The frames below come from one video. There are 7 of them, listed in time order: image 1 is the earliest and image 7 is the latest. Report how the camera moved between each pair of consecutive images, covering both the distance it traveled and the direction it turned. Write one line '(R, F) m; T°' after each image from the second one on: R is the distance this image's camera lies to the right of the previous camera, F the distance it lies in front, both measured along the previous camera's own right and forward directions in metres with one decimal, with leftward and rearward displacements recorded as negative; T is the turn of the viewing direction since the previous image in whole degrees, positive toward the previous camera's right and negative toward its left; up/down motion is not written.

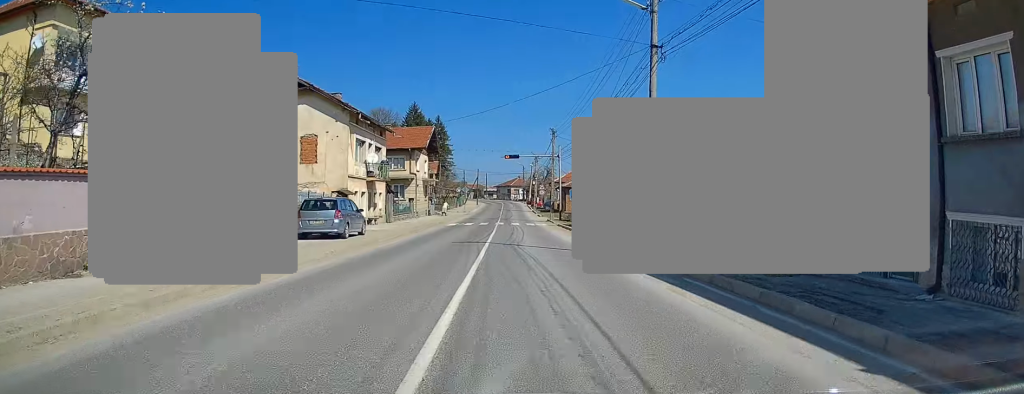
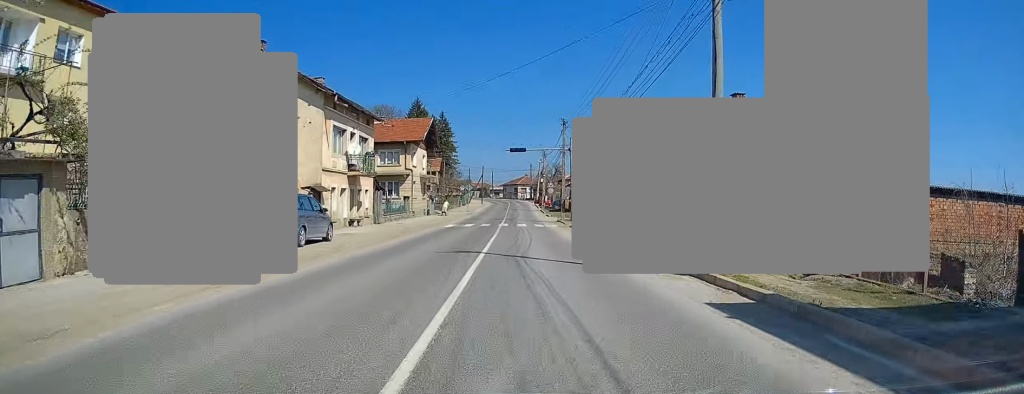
(0.0, +5.3) m; 0°
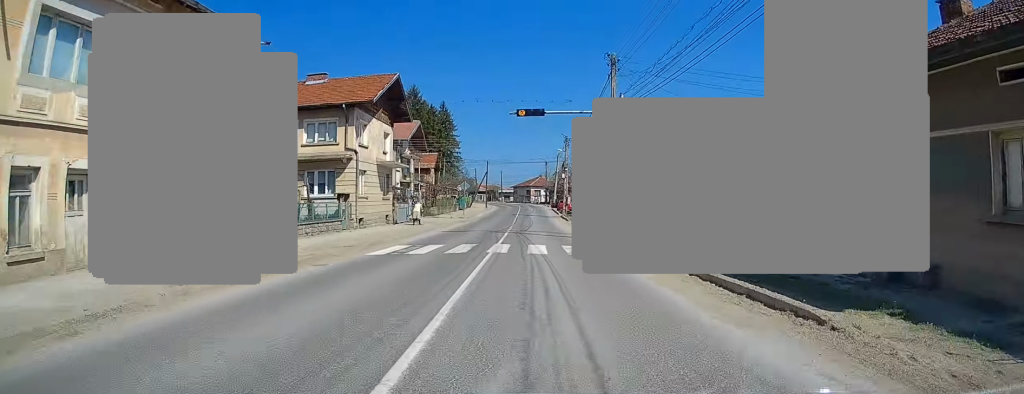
(-0.2, +20.0) m; -1°
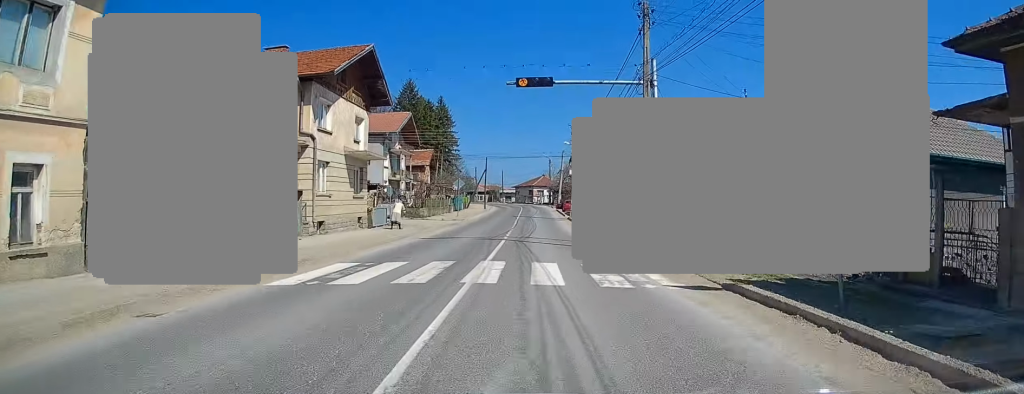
(0.0, +6.7) m; 0°
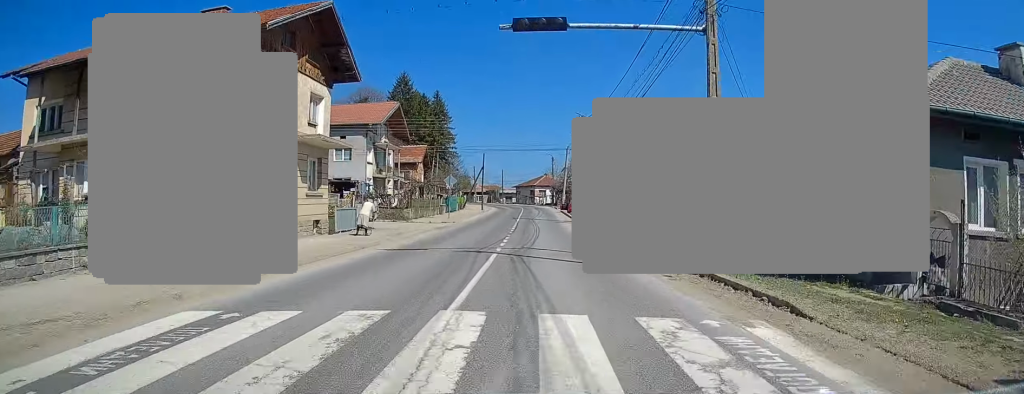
(0.0, +6.7) m; 0°
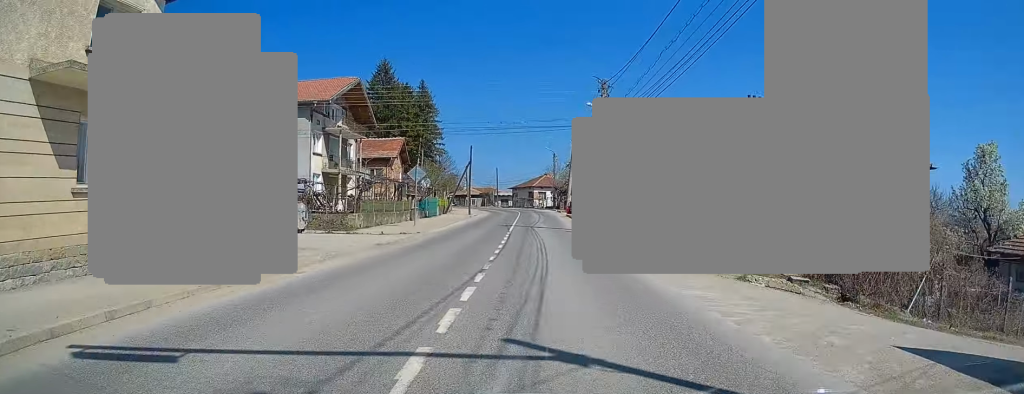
(0.0, +13.0) m; 0°
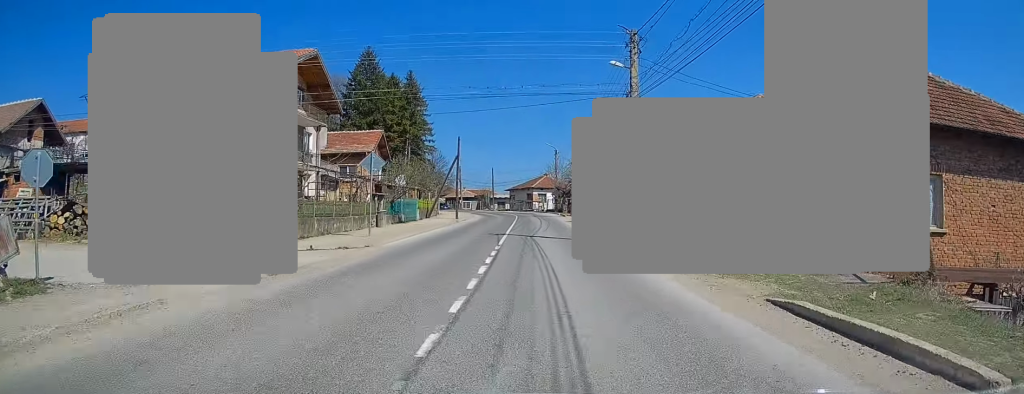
(0.0, +9.0) m; 0°
